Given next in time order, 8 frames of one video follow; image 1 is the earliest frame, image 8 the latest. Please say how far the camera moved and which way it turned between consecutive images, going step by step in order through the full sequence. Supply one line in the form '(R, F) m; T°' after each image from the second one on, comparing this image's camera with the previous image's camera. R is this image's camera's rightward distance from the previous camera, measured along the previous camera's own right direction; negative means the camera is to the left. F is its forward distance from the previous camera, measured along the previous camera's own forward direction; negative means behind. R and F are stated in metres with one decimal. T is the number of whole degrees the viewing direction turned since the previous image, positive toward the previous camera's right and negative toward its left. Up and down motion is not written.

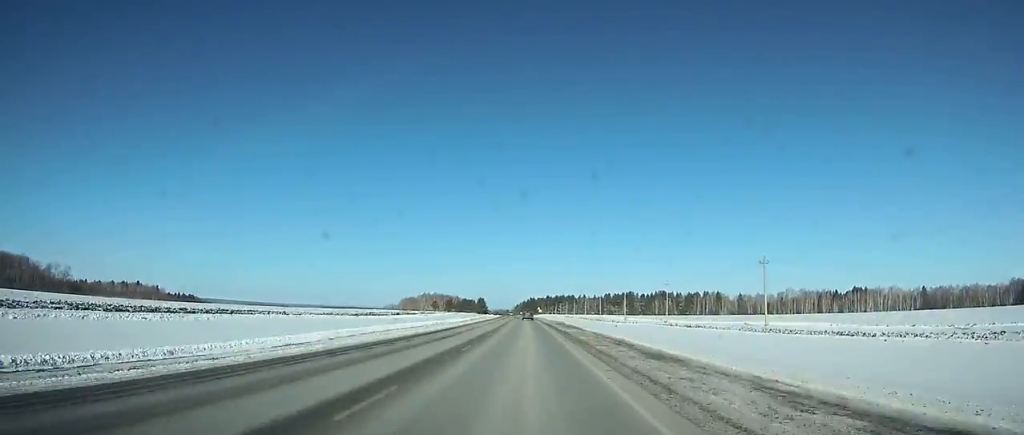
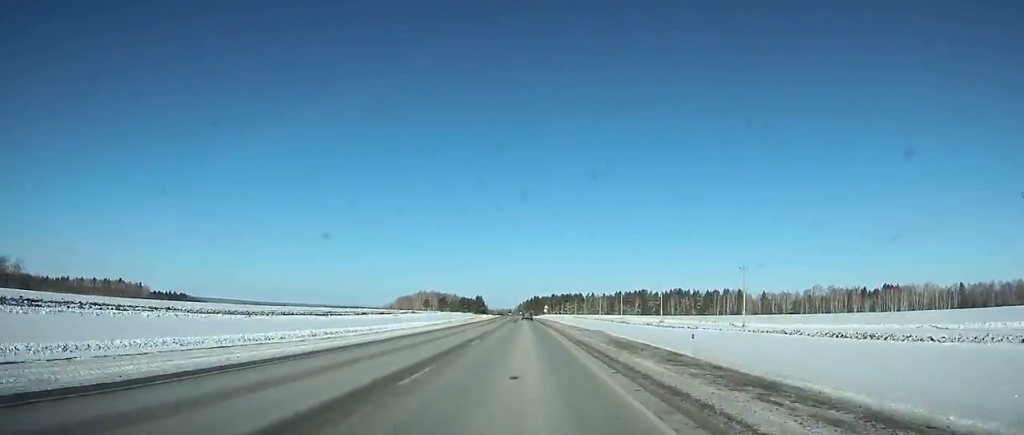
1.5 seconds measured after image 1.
(+0.1, +44.8) m; 0°
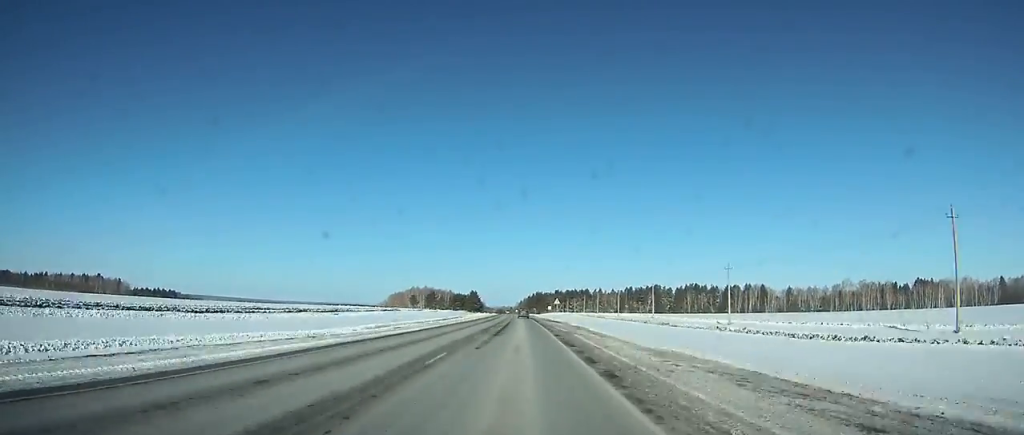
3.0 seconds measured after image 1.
(-0.5, +44.6) m; -1°
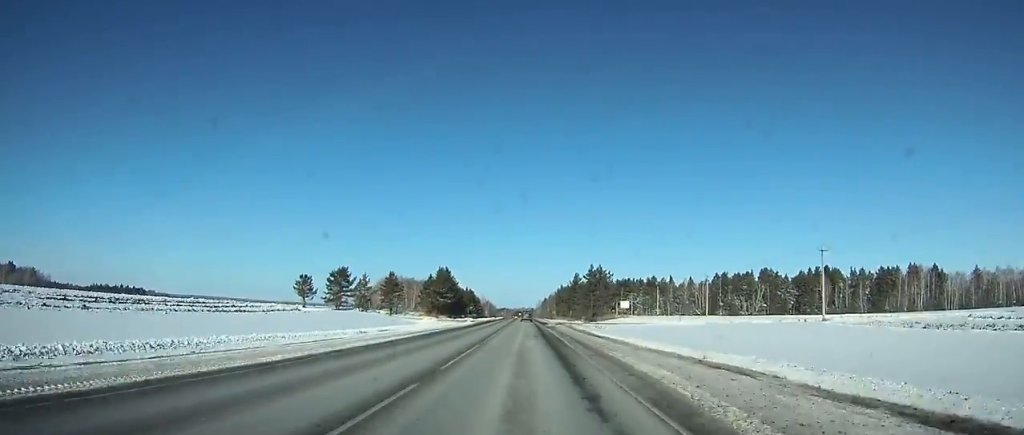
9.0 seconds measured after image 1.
(-3.4, +176.2) m; -2°
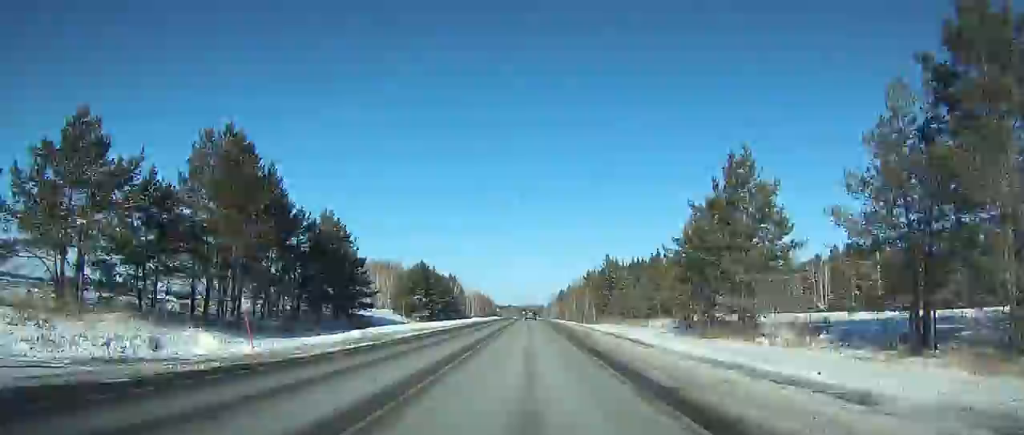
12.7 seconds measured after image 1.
(-0.6, +107.2) m; 0°
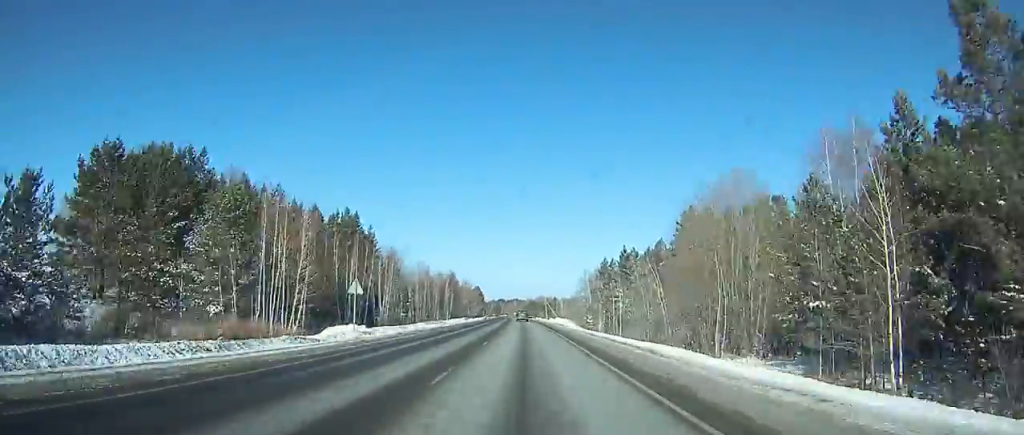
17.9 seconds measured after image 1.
(-0.8, +149.0) m; -1°
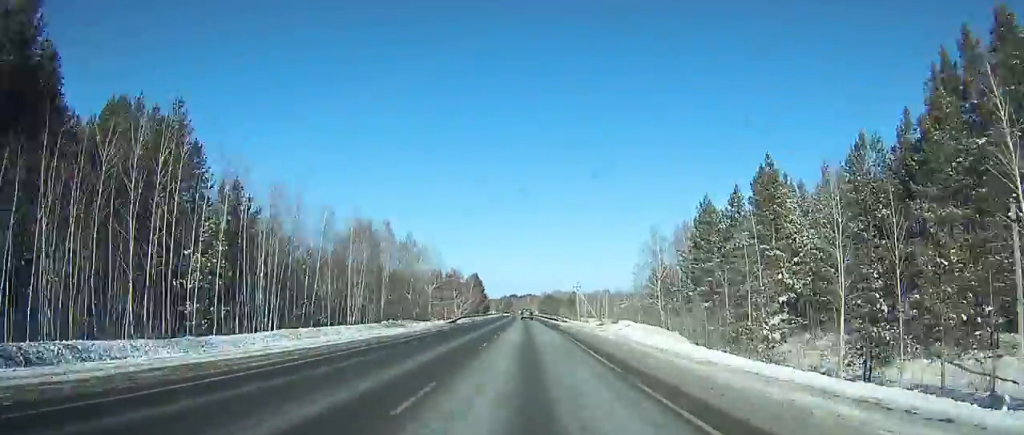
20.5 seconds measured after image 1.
(-0.6, +73.7) m; -1°
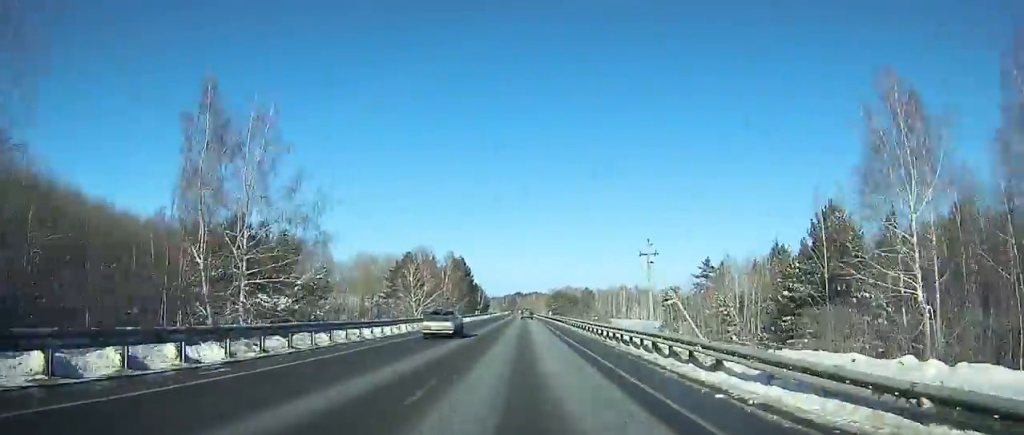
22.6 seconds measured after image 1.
(-0.4, +59.1) m; -1°
